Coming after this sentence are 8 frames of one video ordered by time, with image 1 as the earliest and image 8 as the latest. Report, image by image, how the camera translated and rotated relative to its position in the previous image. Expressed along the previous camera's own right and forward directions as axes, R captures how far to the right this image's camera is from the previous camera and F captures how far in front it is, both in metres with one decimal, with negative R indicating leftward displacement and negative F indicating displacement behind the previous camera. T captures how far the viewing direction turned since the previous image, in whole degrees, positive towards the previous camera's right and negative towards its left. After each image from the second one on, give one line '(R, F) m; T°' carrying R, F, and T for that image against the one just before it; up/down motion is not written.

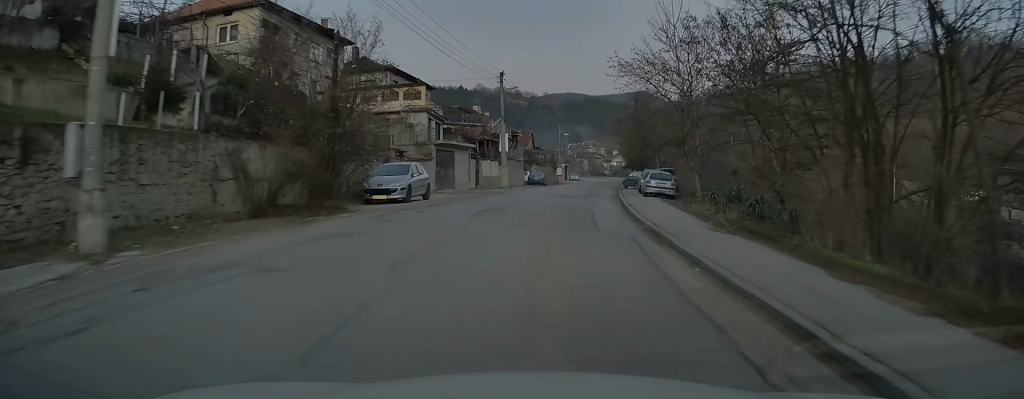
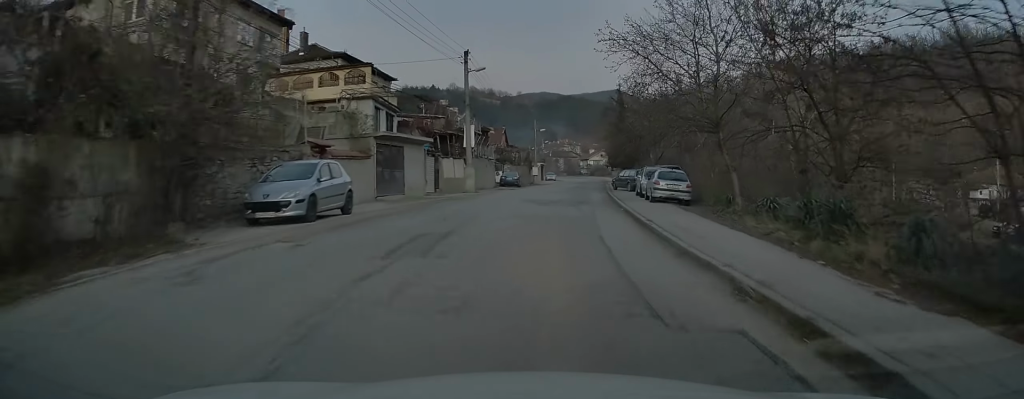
(-0.1, +8.4) m; +1°
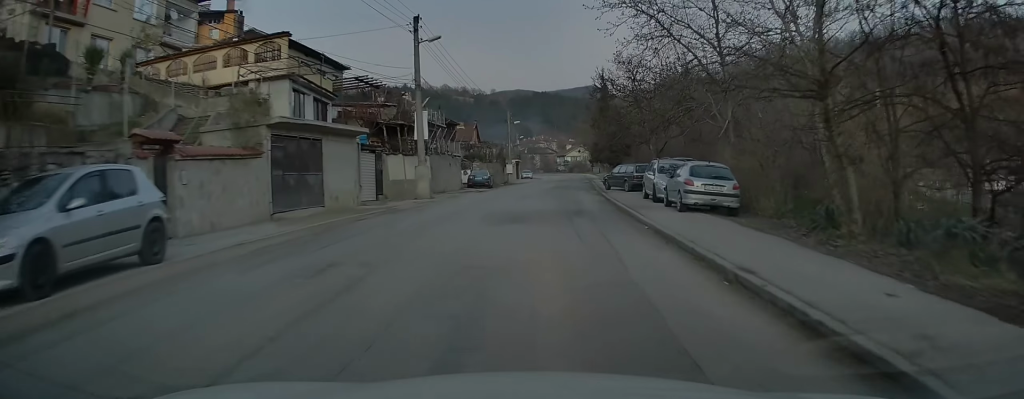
(+0.2, +8.8) m; +2°
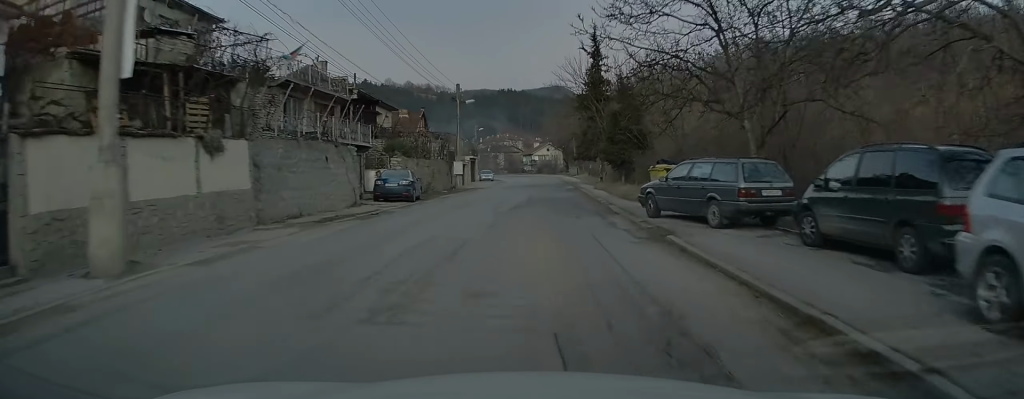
(+1.0, +21.1) m; +3°
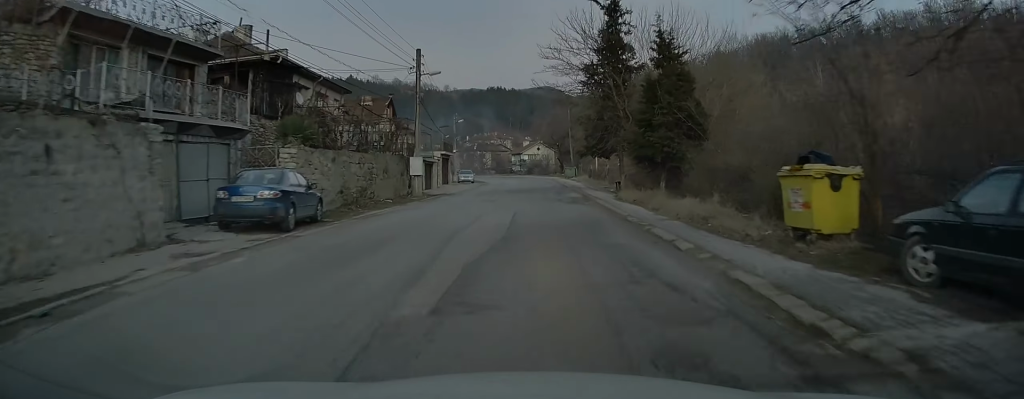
(-0.1, +13.9) m; 0°
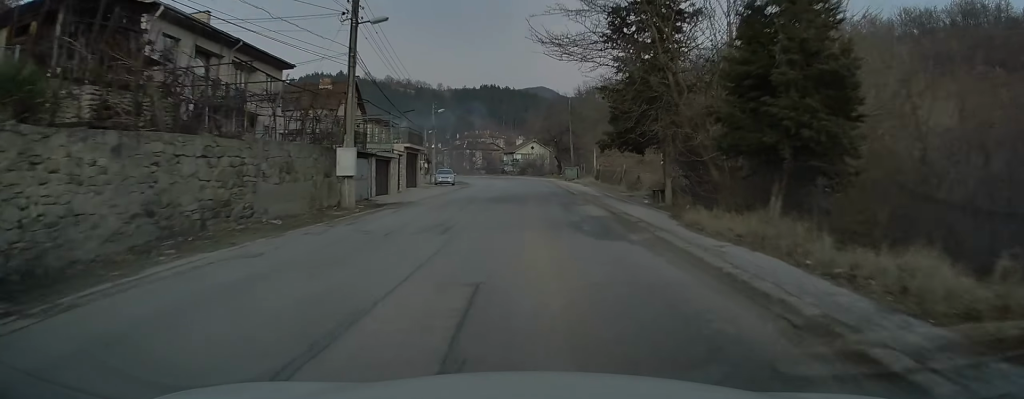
(+0.1, +12.2) m; 0°
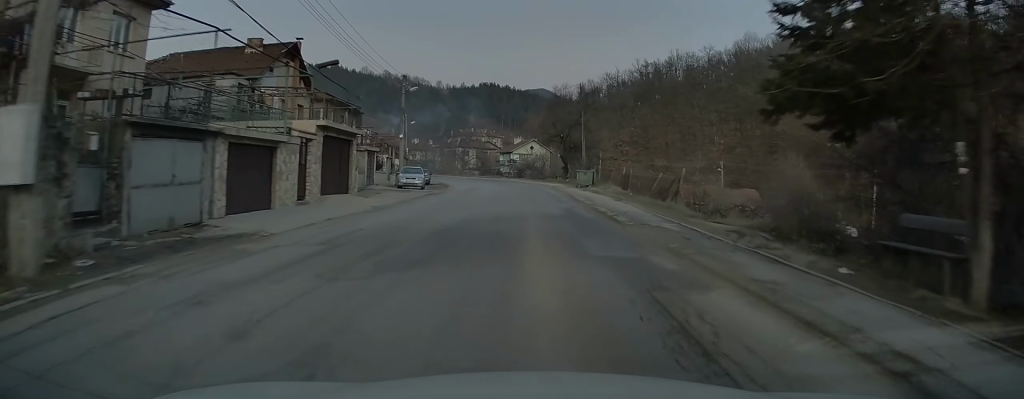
(0.0, +15.6) m; 0°
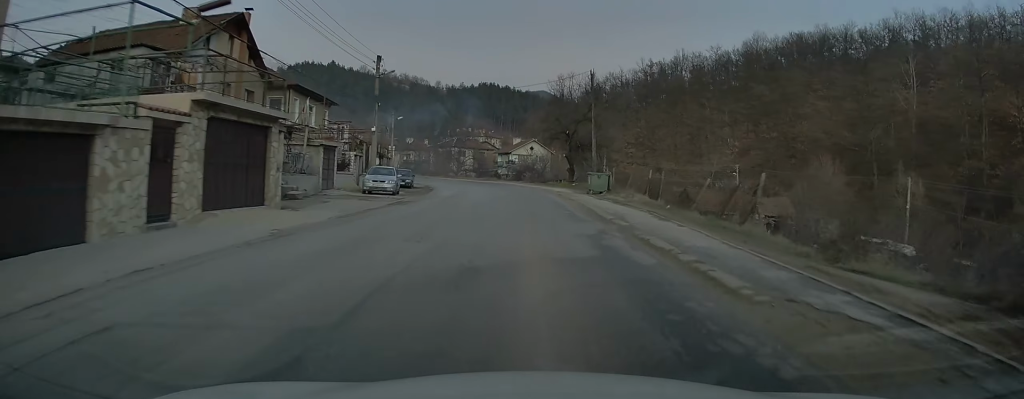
(+0.1, +8.5) m; 0°
